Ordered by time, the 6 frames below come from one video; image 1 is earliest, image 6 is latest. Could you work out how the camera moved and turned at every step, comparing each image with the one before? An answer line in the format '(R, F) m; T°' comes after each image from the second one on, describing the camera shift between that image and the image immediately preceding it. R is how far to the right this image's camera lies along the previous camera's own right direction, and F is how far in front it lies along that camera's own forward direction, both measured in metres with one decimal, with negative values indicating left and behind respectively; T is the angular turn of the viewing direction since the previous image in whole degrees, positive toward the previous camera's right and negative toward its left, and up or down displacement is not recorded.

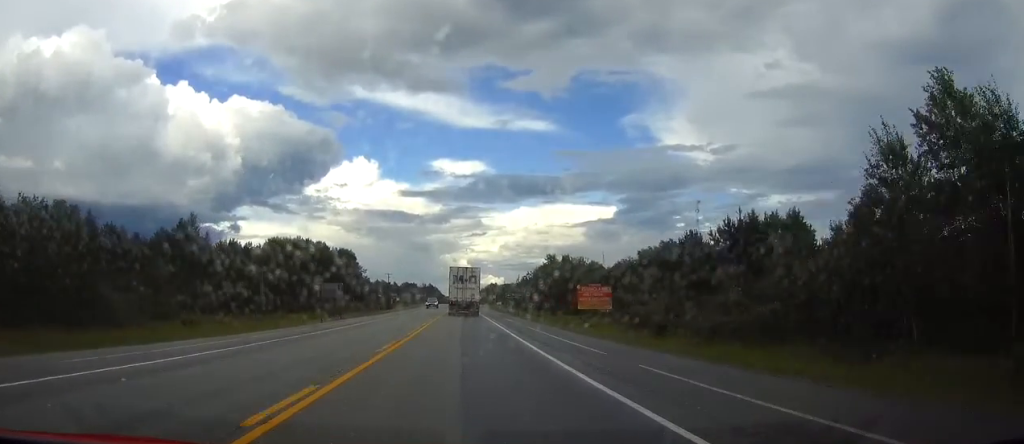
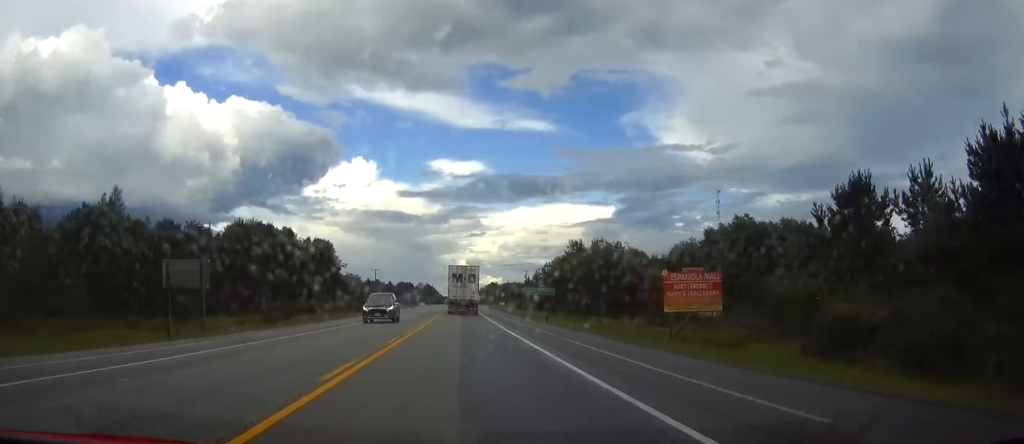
(0.0, +32.0) m; 0°
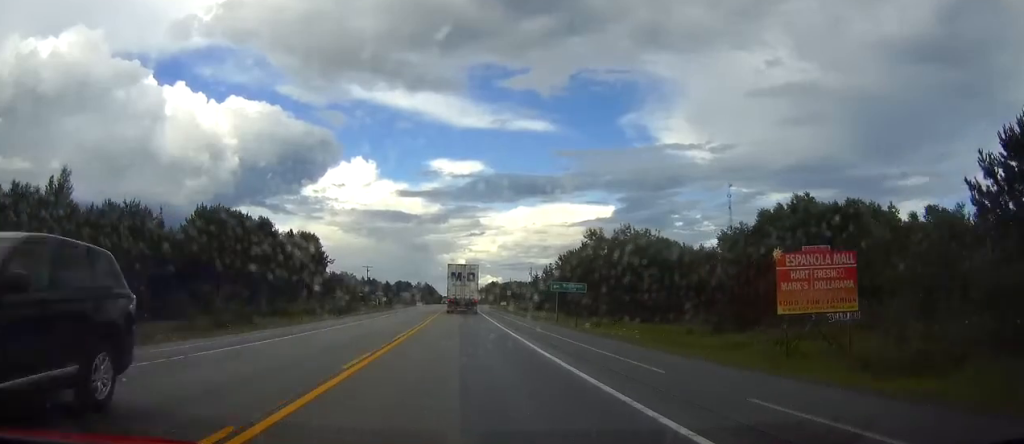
(0.0, +16.0) m; 0°
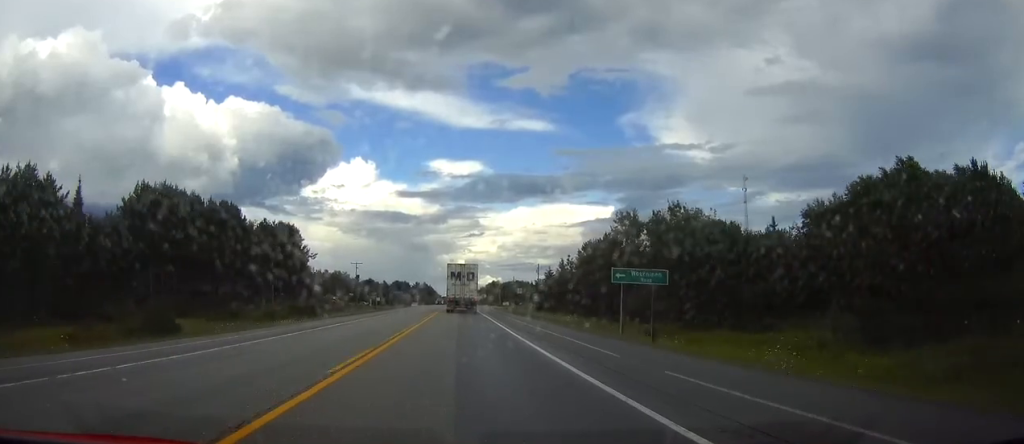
(0.0, +18.7) m; 0°
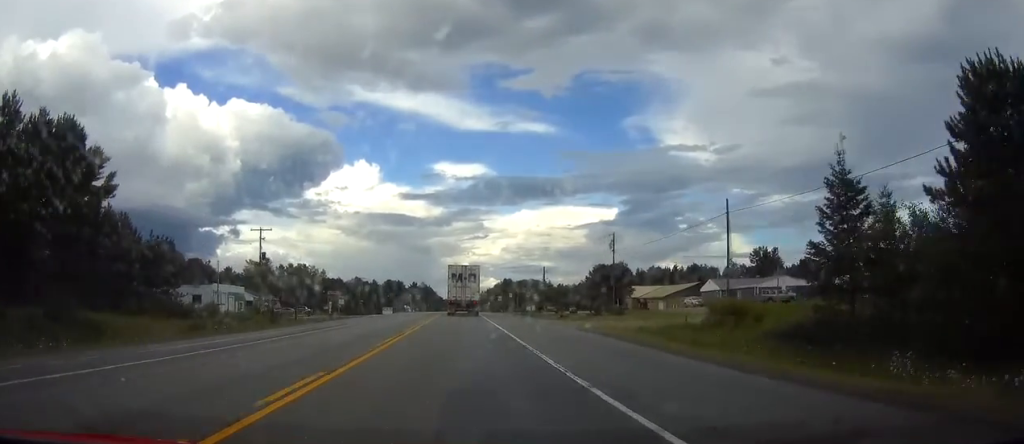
(-0.2, +82.6) m; -1°
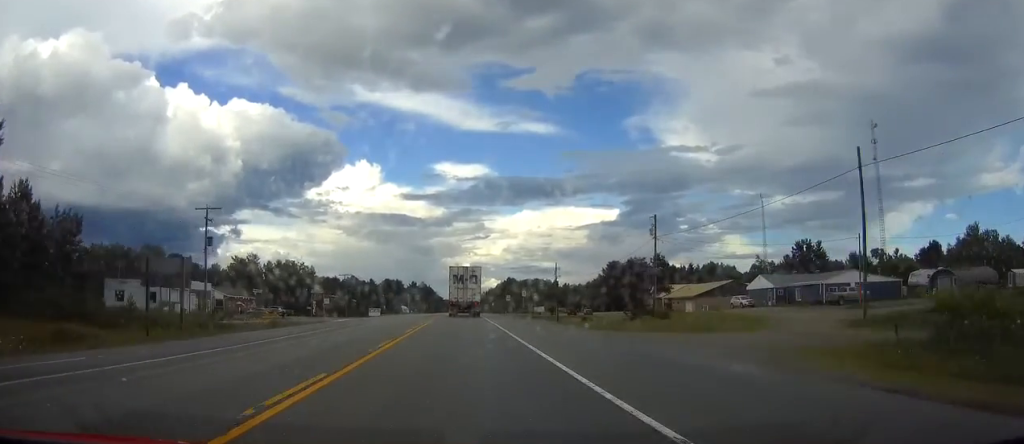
(0.0, +19.3) m; 0°
